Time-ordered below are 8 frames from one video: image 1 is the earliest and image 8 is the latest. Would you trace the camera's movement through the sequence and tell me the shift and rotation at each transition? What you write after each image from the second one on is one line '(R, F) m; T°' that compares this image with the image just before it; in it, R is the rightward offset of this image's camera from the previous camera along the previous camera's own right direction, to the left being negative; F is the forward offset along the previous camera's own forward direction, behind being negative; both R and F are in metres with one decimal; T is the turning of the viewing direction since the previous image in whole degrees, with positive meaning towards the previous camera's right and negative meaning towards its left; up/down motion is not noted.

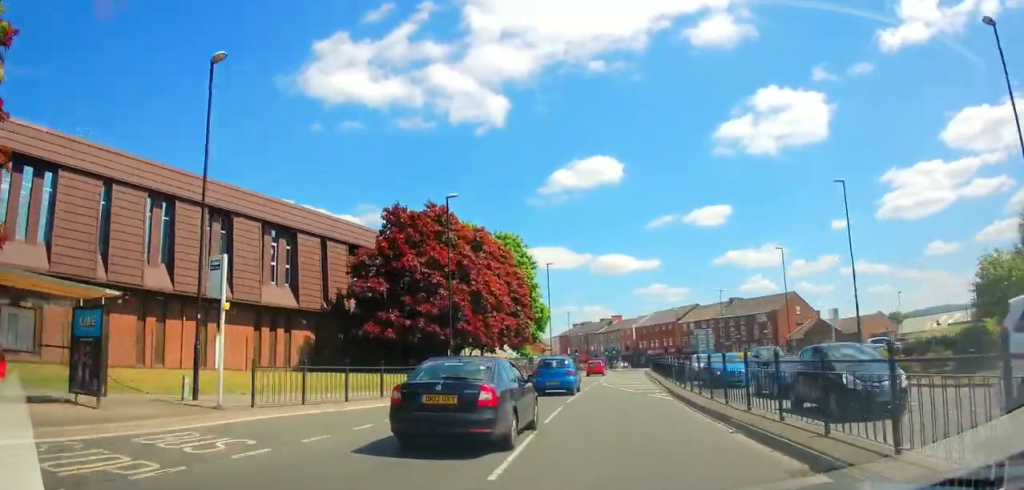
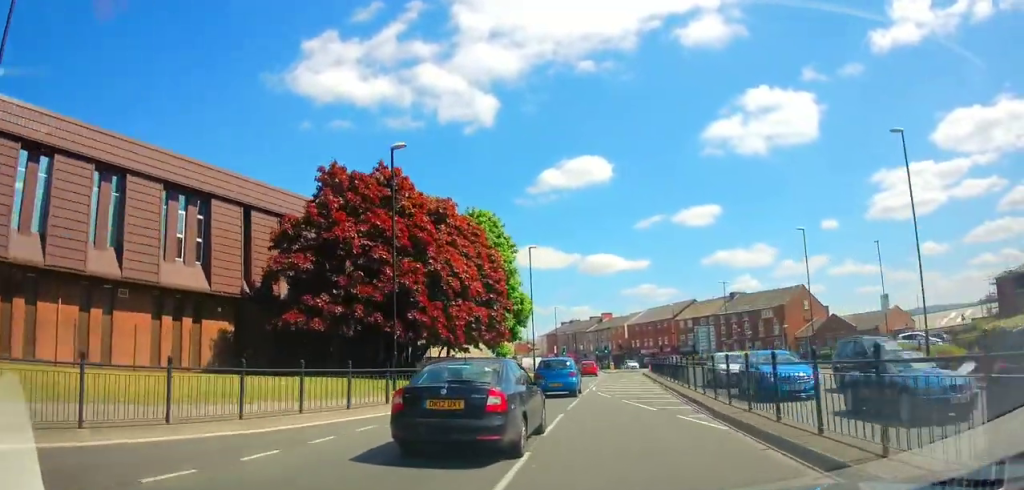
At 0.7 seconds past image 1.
(+0.2, +7.4) m; +2°
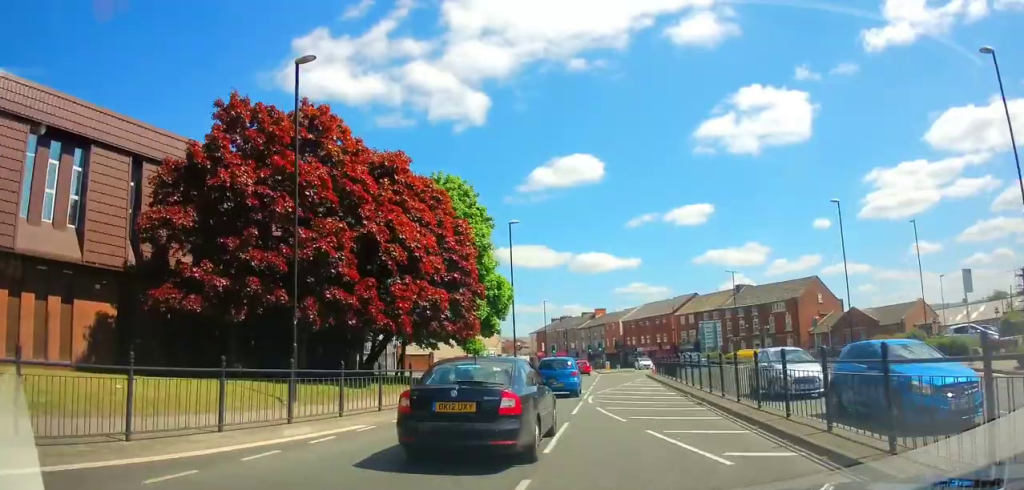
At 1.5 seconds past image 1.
(+0.1, +8.0) m; 0°
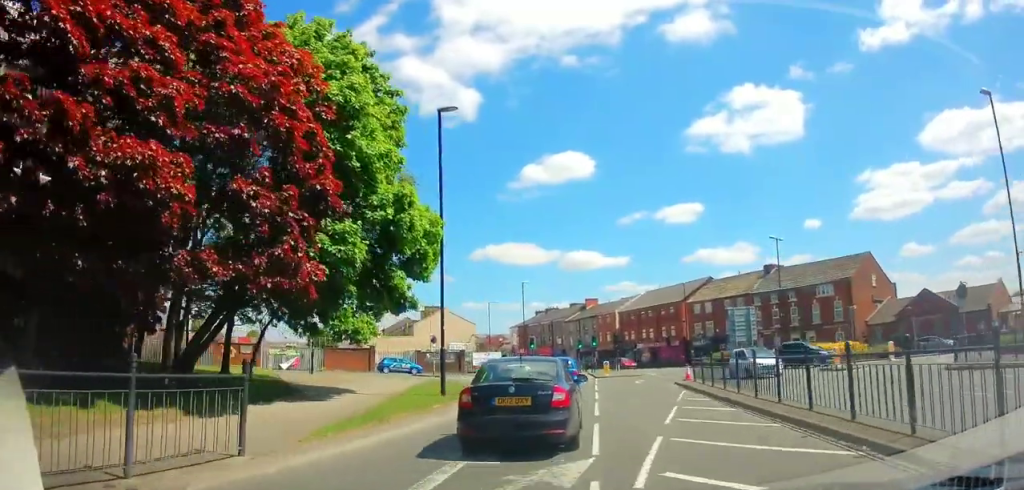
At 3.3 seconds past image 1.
(-0.1, +16.1) m; 0°
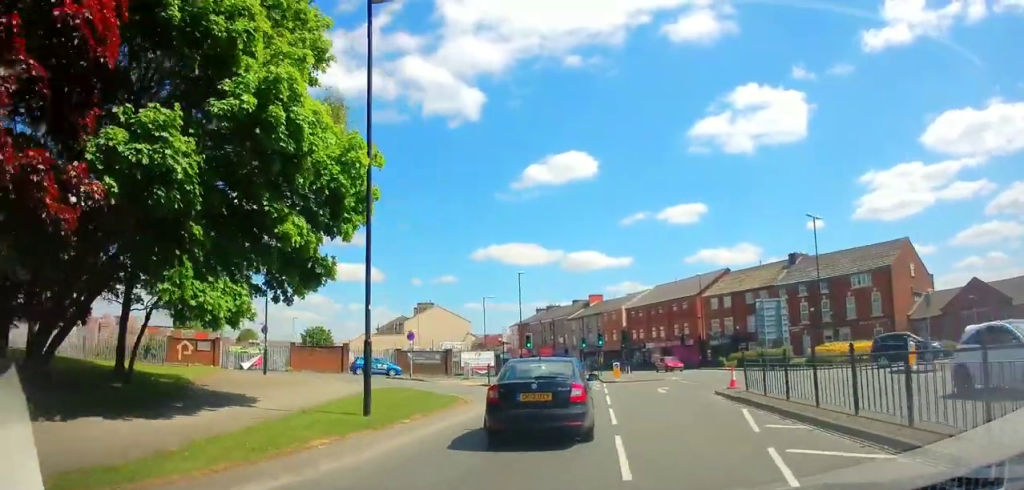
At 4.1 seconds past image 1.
(0.0, +6.8) m; -2°
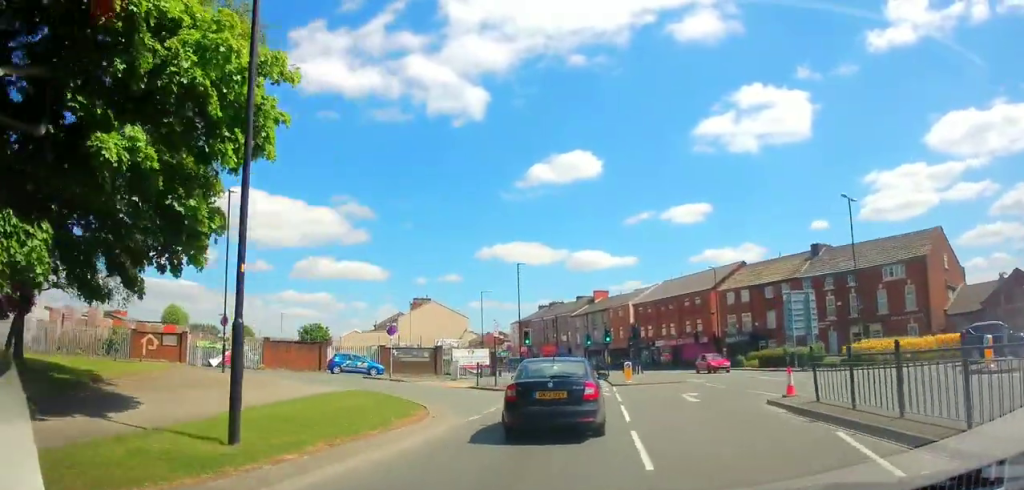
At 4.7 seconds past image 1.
(-0.1, +4.7) m; 0°
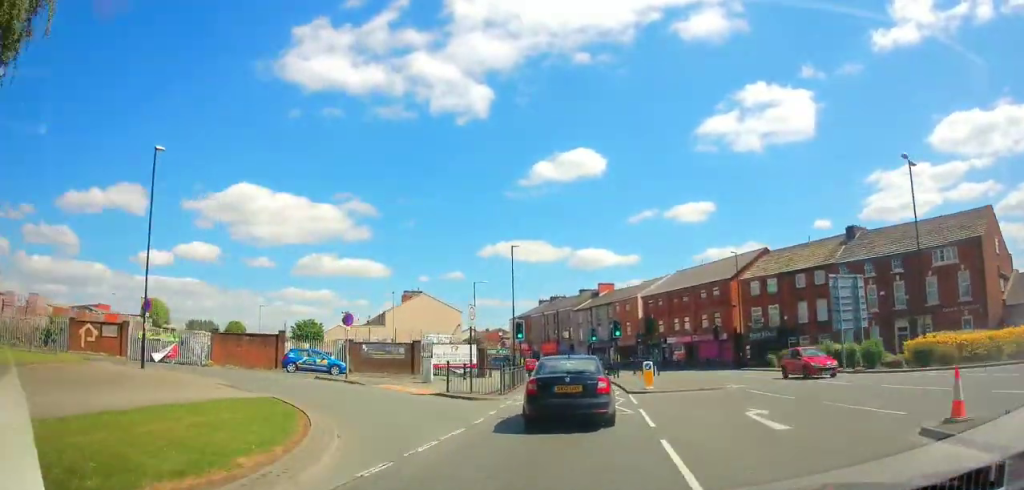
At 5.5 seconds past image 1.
(-0.2, +6.6) m; +1°
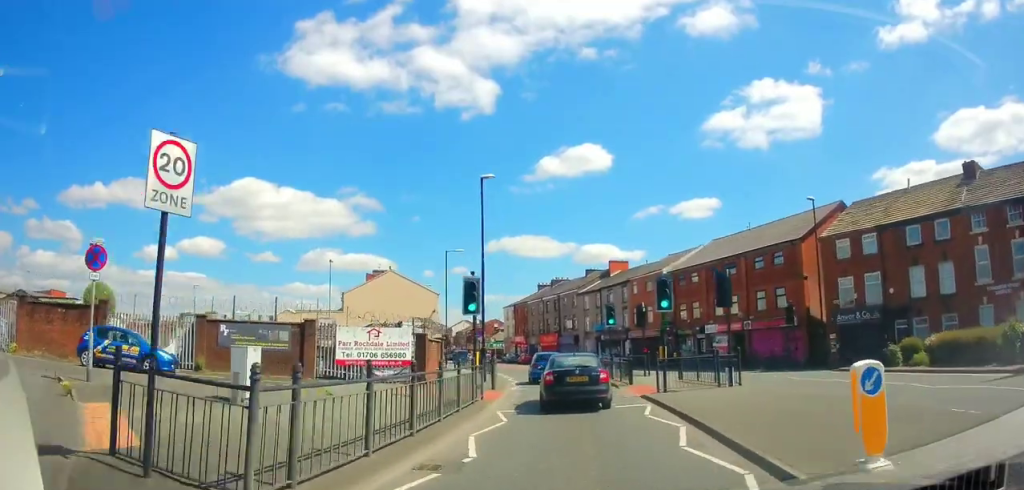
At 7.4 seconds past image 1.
(+0.6, +16.0) m; -1°
